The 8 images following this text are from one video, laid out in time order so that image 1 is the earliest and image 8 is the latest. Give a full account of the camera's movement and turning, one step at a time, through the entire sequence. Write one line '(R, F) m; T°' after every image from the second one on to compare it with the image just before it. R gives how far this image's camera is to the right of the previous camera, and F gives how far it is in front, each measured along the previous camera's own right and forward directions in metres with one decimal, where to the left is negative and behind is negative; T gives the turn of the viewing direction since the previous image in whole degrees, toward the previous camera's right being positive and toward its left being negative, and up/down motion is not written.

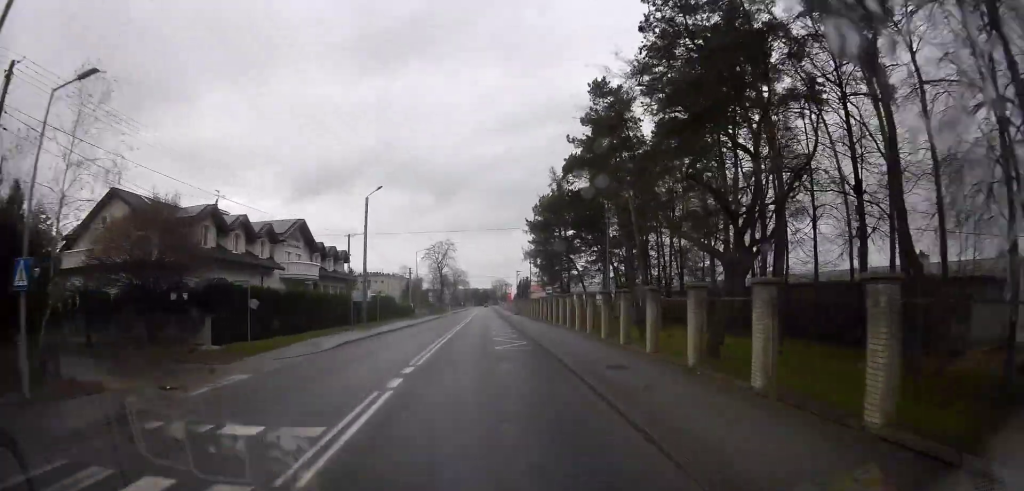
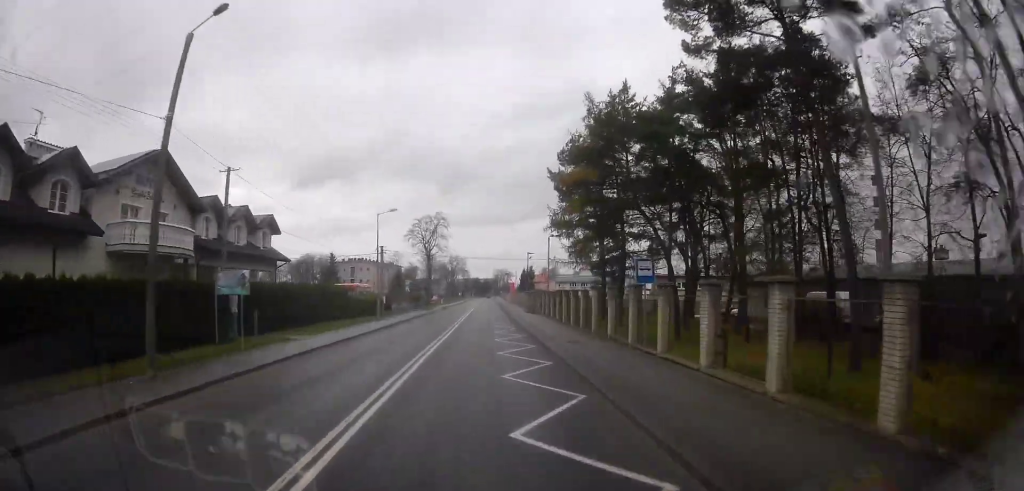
(-0.8, +22.4) m; -2°
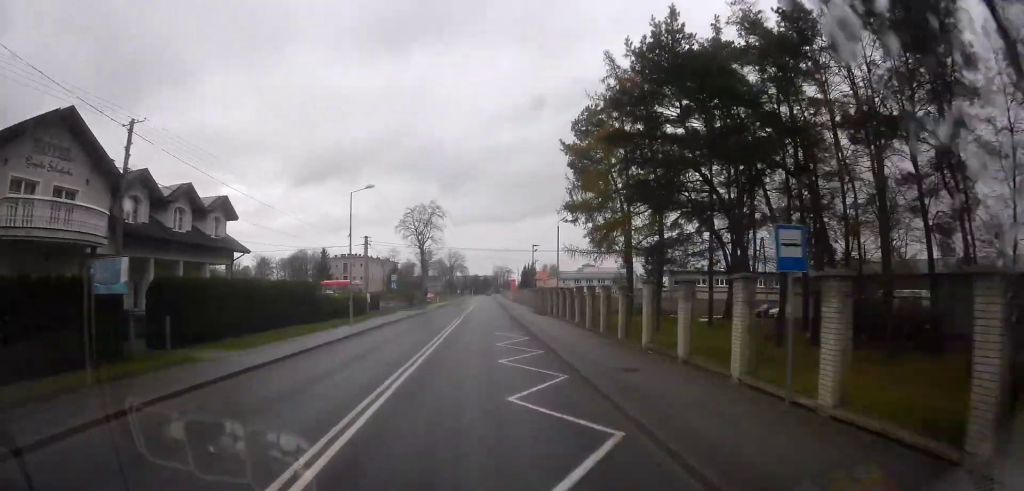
(0.0, +7.7) m; 0°
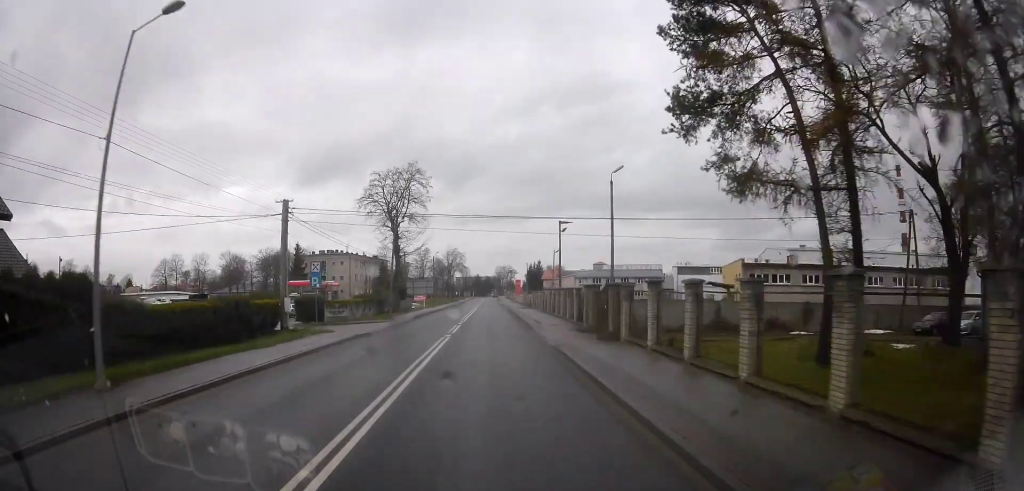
(-0.5, +20.4) m; -2°
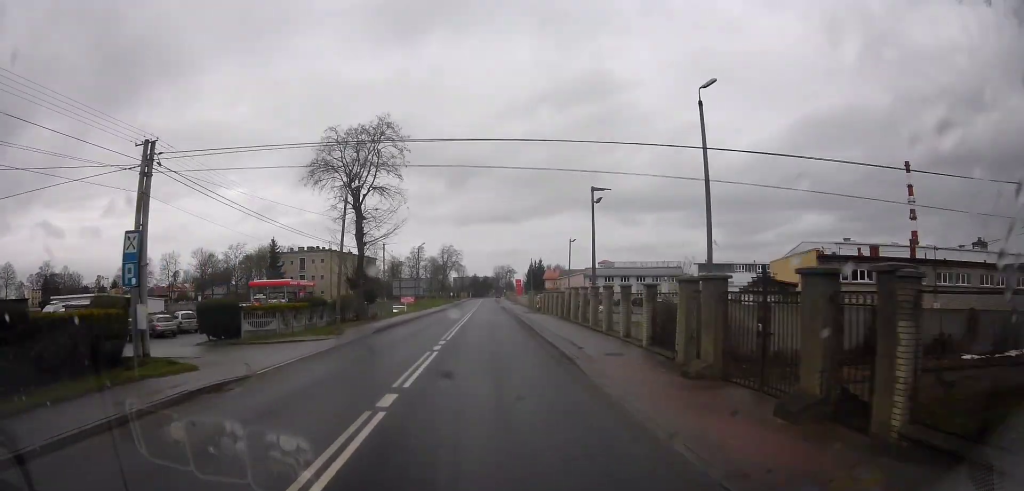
(-0.2, +13.2) m; 0°
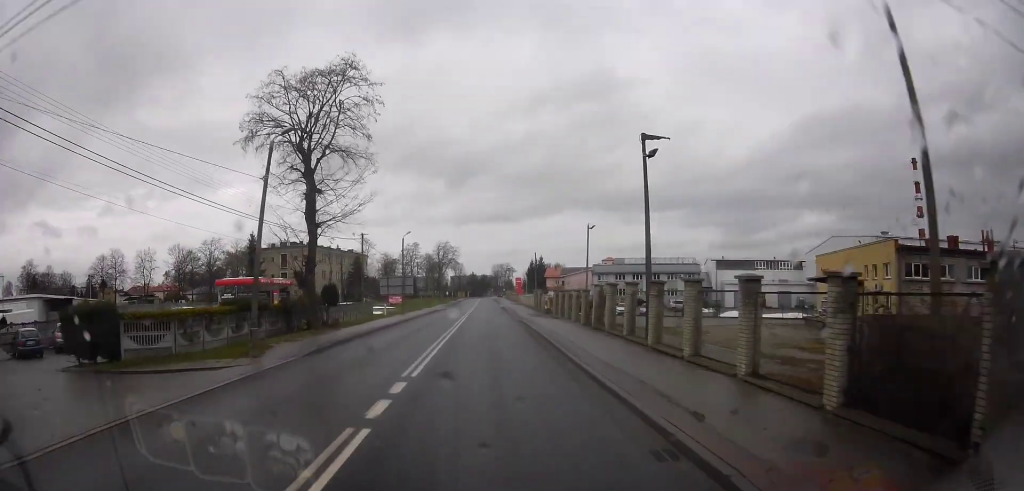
(+0.4, +9.7) m; 0°
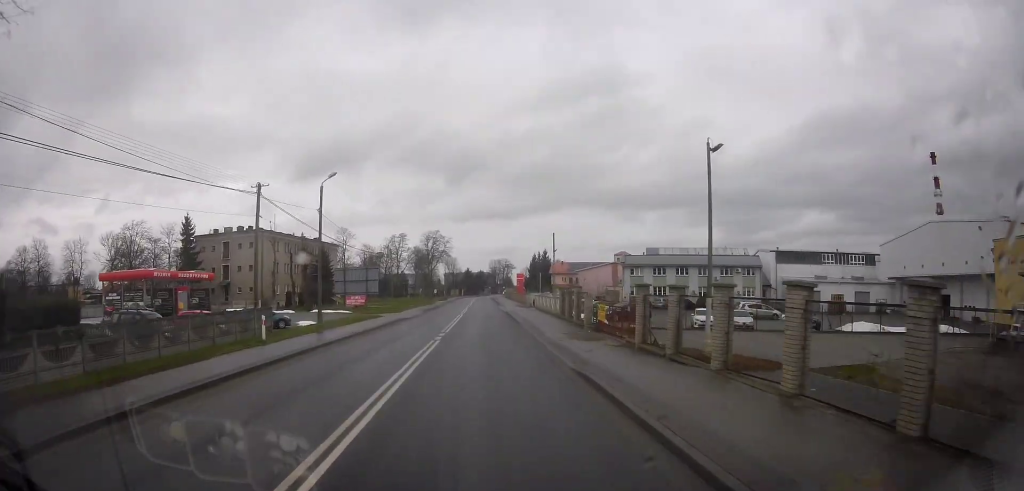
(-1.0, +24.6) m; -1°
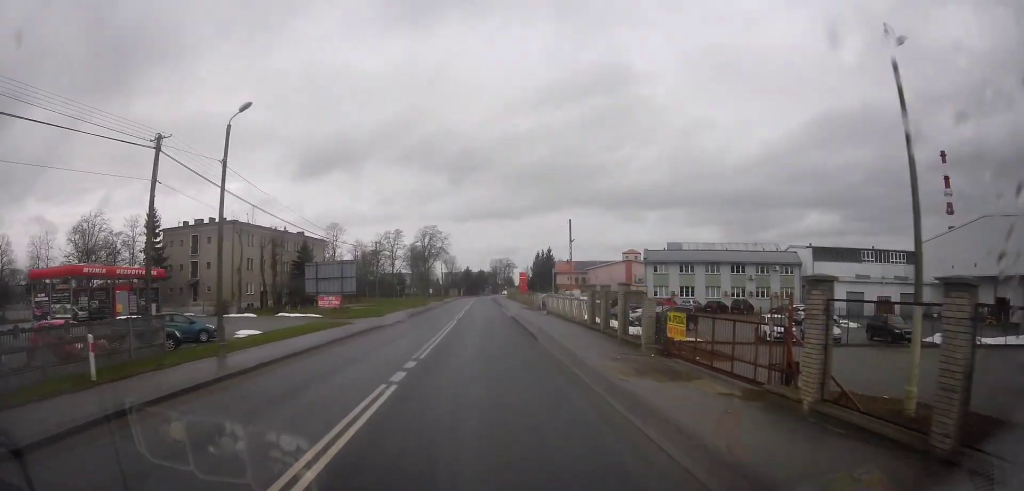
(-0.2, +9.8) m; +2°
